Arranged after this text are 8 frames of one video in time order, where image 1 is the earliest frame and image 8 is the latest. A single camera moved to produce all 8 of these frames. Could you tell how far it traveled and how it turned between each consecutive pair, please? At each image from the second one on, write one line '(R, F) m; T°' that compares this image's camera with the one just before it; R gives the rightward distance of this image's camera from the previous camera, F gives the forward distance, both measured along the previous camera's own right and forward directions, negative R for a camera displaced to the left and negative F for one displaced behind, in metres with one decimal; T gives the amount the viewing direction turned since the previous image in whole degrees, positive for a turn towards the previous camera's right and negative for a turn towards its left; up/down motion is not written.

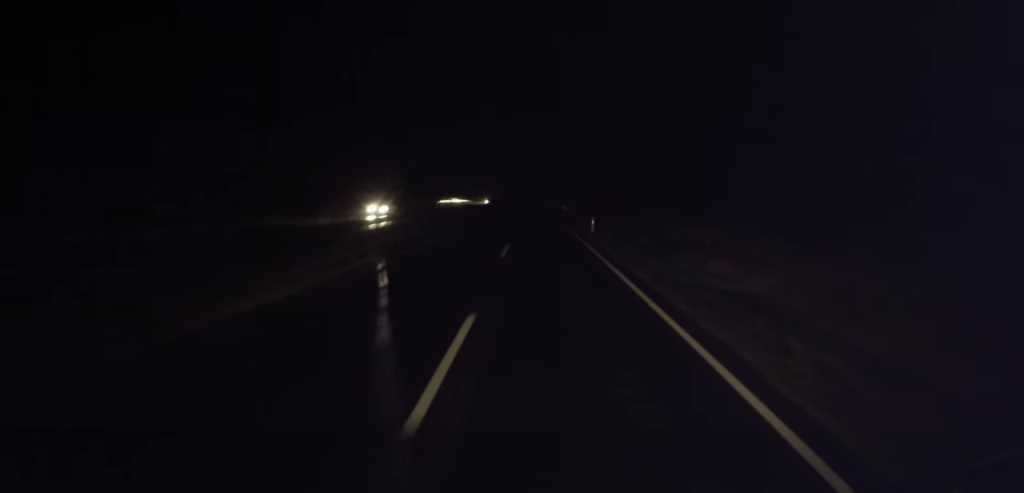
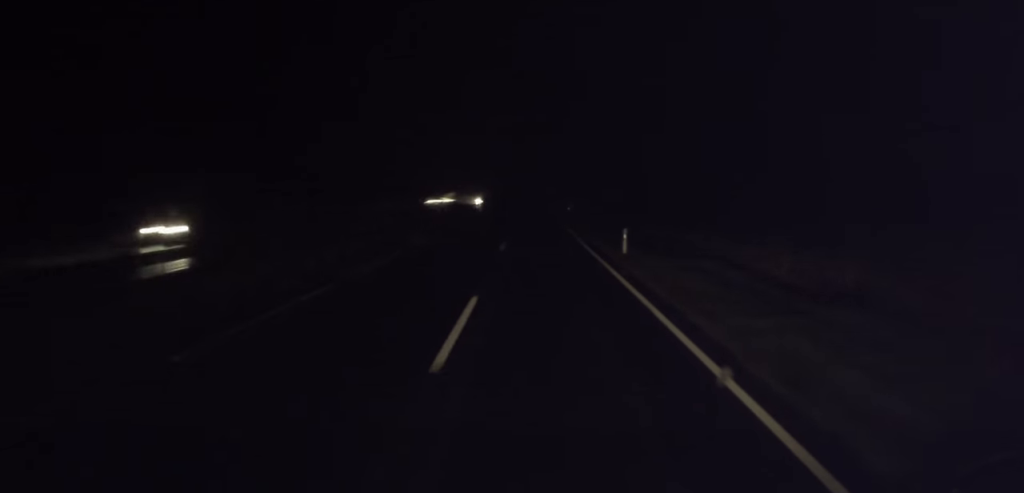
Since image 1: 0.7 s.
(-0.3, +15.7) m; 0°
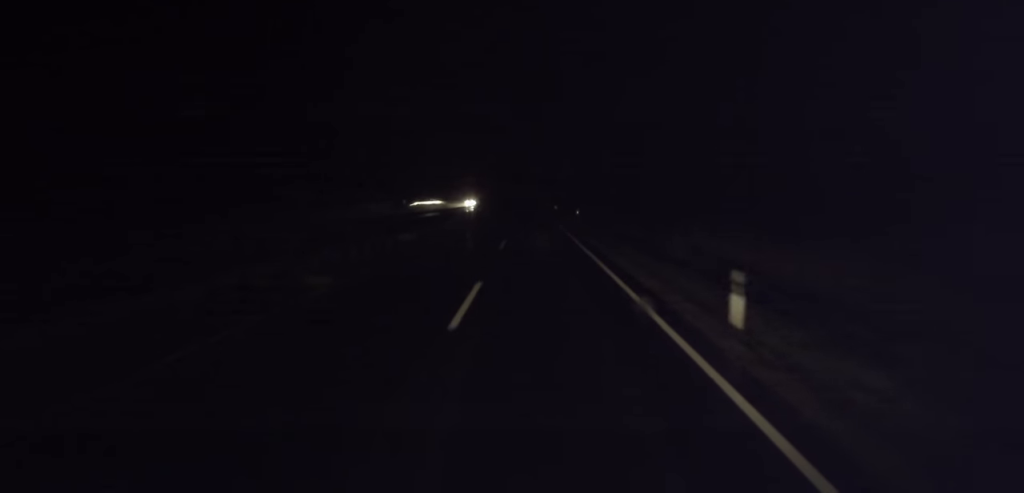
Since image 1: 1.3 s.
(0.0, +15.1) m; 0°
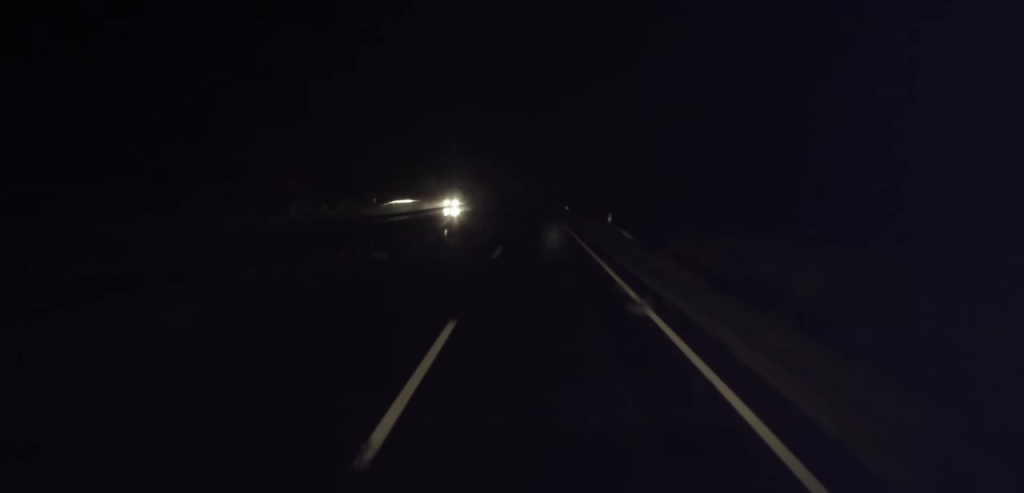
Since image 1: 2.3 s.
(+0.4, +23.3) m; +1°
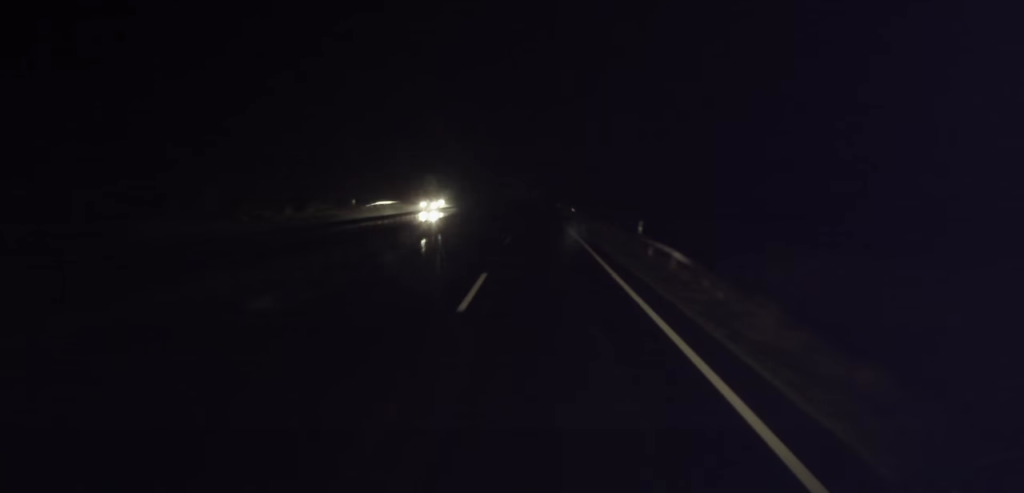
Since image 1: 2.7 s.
(-0.1, +10.6) m; 0°
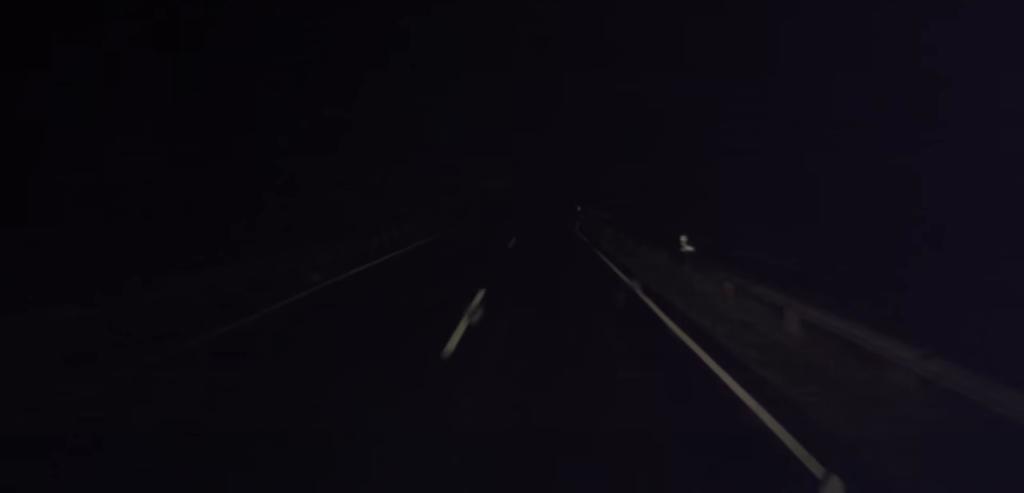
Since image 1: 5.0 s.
(-0.7, +57.5) m; 0°
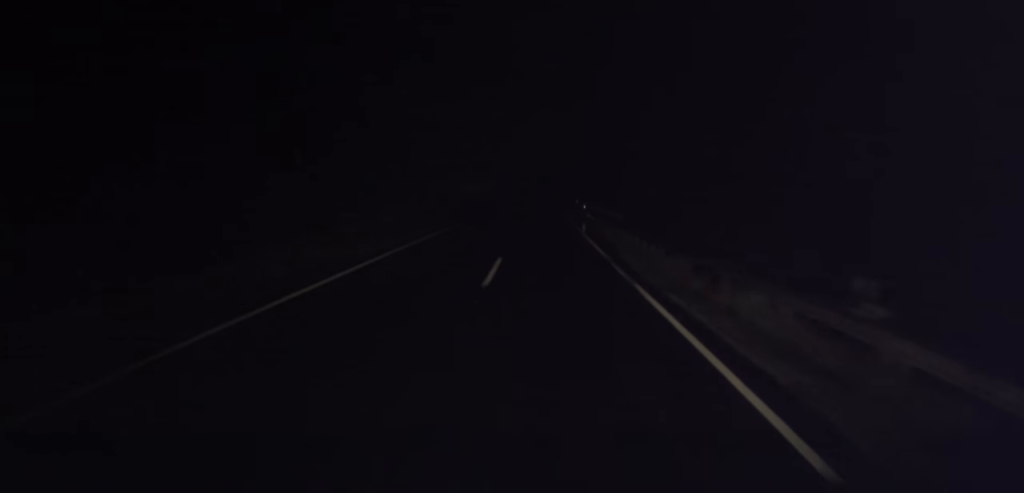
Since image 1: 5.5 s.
(+0.3, +11.8) m; 0°
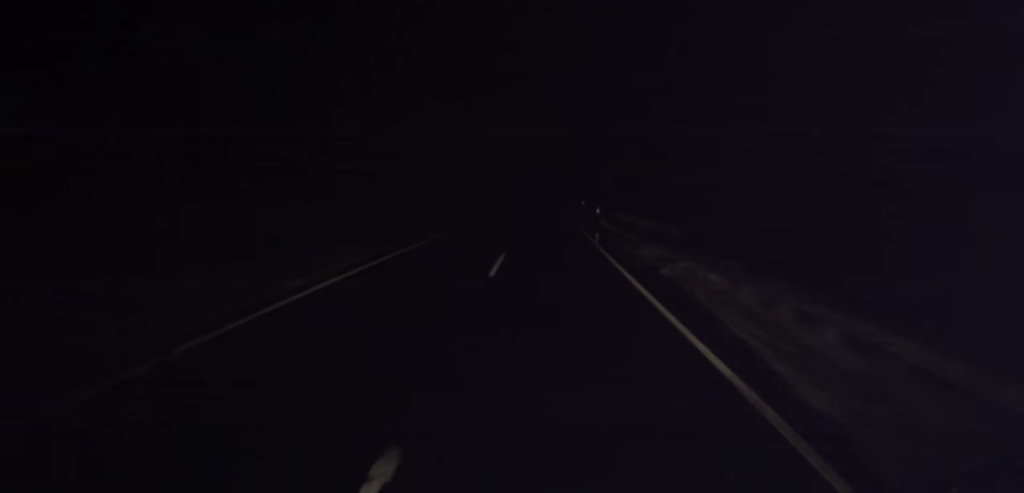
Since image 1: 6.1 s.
(+0.3, +16.0) m; 0°
